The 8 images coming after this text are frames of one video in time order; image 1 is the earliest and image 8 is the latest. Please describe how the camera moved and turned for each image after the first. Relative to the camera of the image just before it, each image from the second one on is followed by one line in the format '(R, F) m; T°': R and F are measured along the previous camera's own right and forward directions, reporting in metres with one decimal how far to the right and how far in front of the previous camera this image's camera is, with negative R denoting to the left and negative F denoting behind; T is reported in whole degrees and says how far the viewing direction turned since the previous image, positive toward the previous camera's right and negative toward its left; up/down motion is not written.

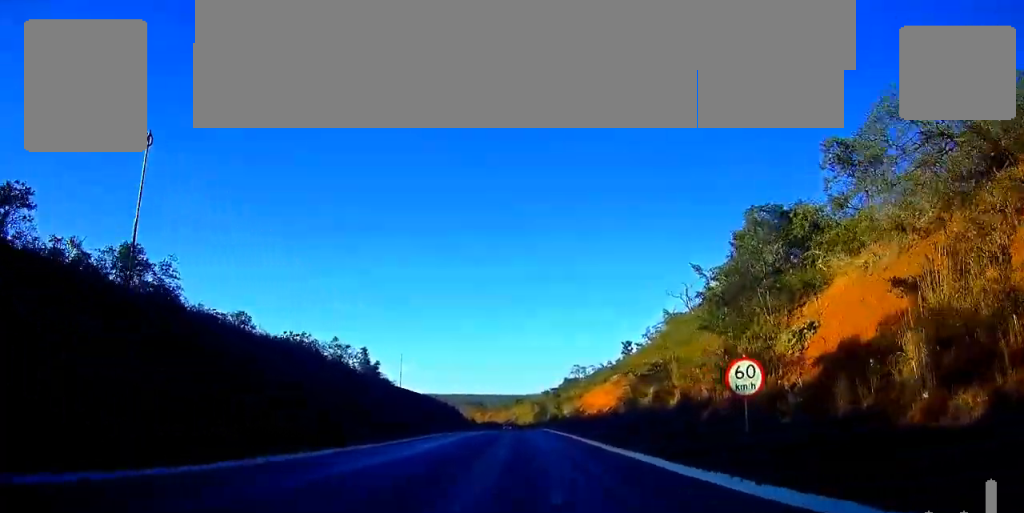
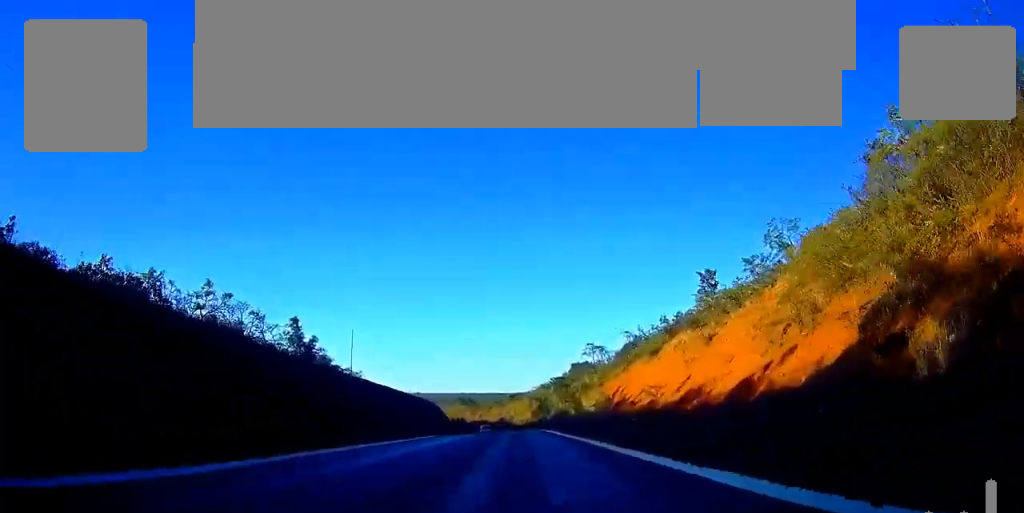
(-0.1, +32.6) m; 0°
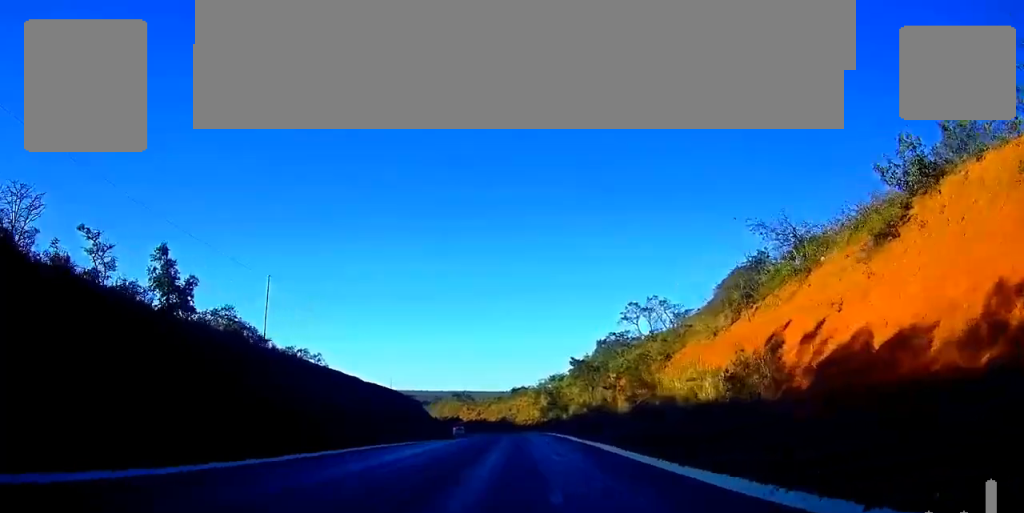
(0.0, +32.2) m; 0°
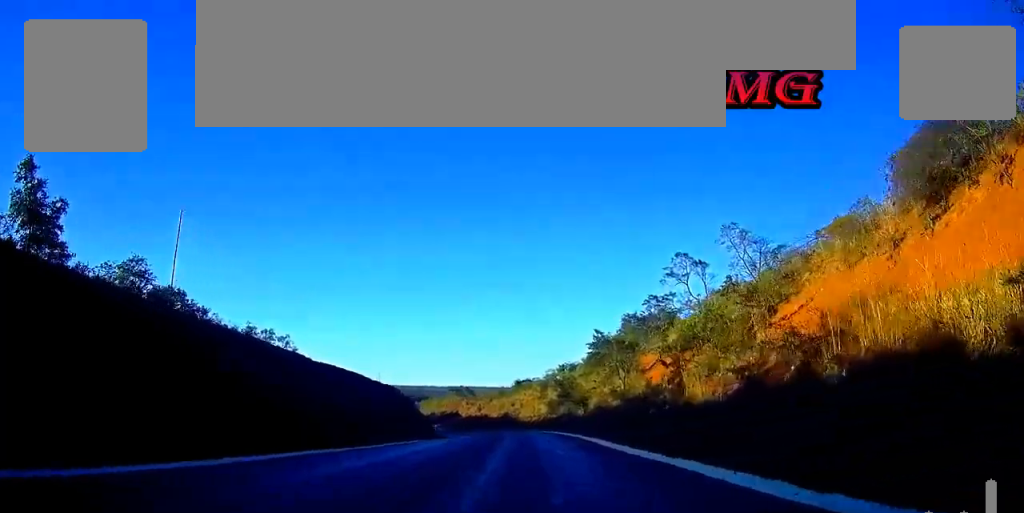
(0.0, +17.3) m; 0°
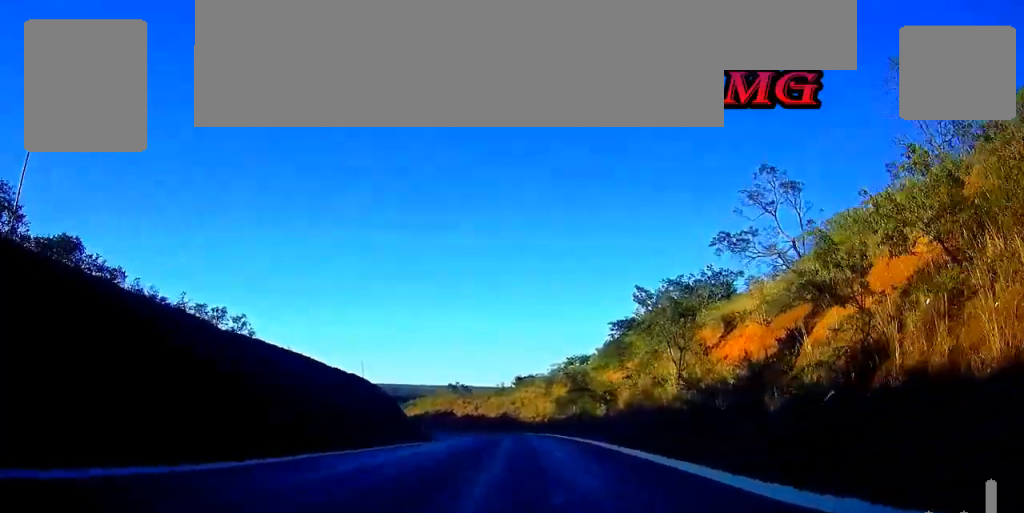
(0.0, +16.0) m; -1°
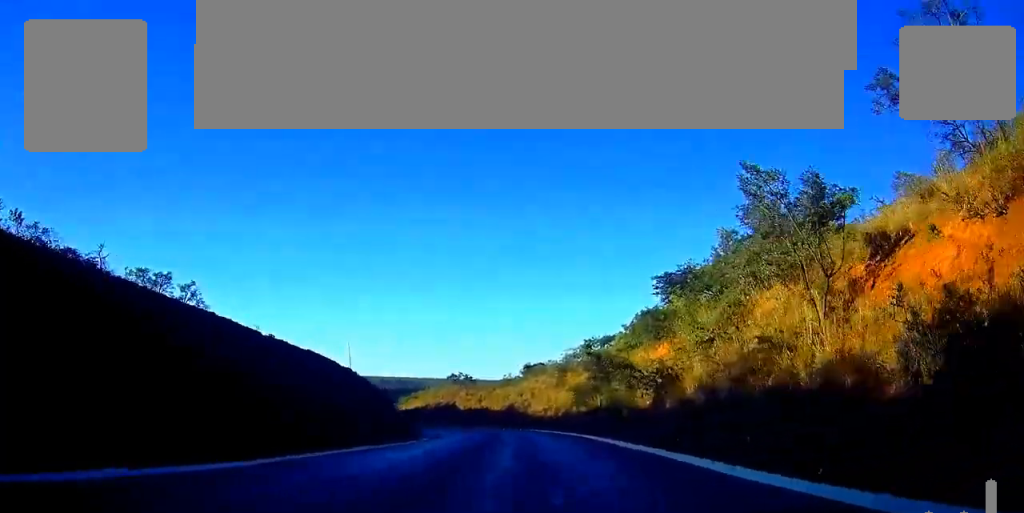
(0.0, +14.9) m; -1°
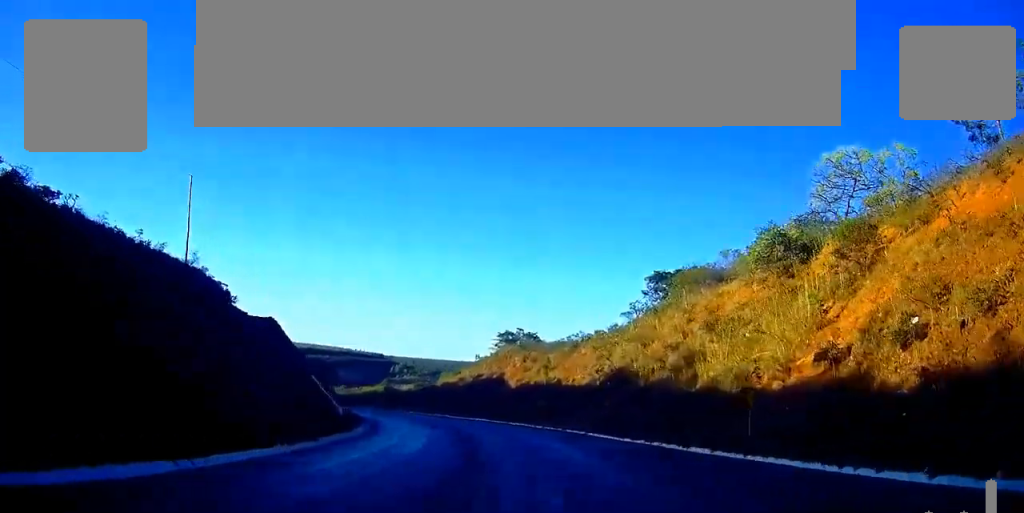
(-3.2, +70.7) m; -7°
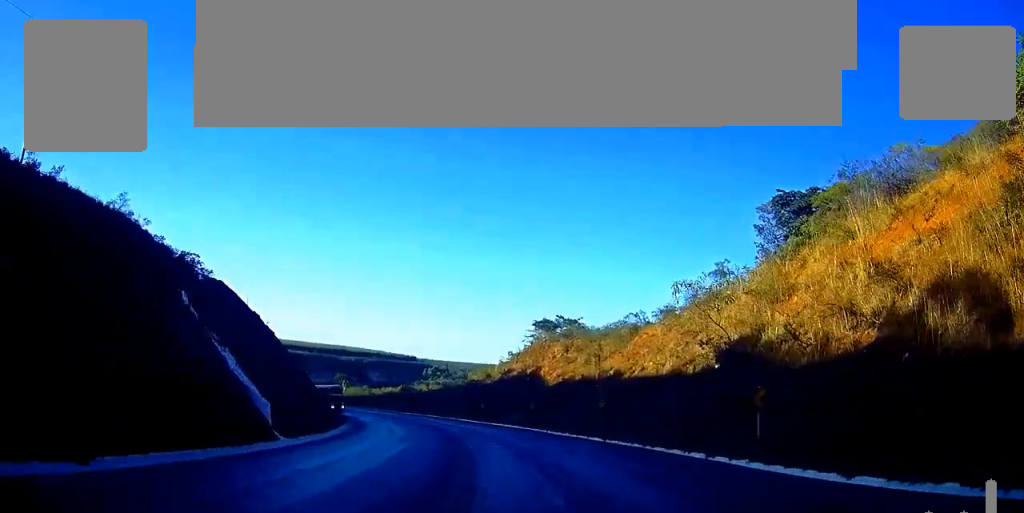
(-0.5, +18.8) m; -3°
